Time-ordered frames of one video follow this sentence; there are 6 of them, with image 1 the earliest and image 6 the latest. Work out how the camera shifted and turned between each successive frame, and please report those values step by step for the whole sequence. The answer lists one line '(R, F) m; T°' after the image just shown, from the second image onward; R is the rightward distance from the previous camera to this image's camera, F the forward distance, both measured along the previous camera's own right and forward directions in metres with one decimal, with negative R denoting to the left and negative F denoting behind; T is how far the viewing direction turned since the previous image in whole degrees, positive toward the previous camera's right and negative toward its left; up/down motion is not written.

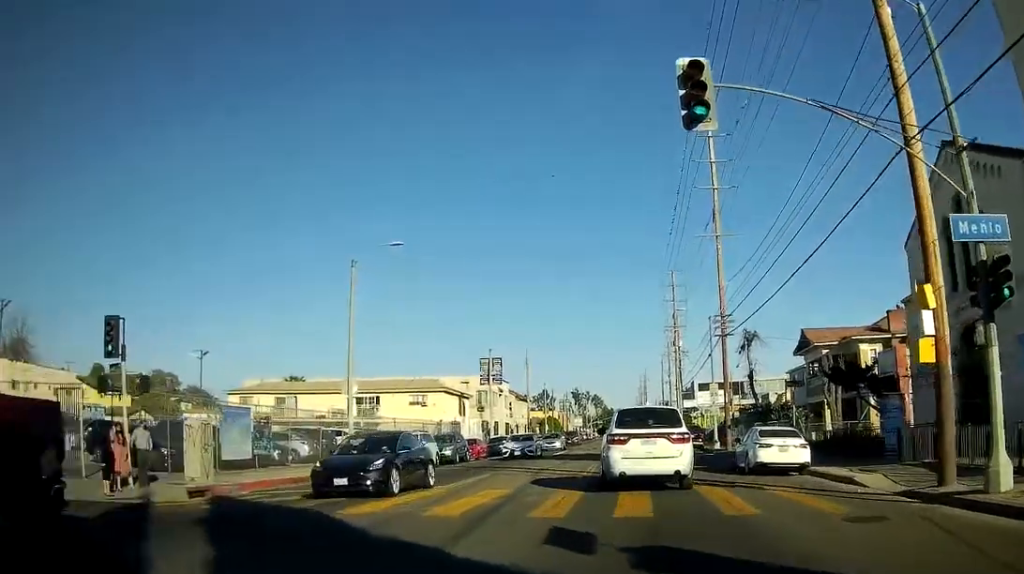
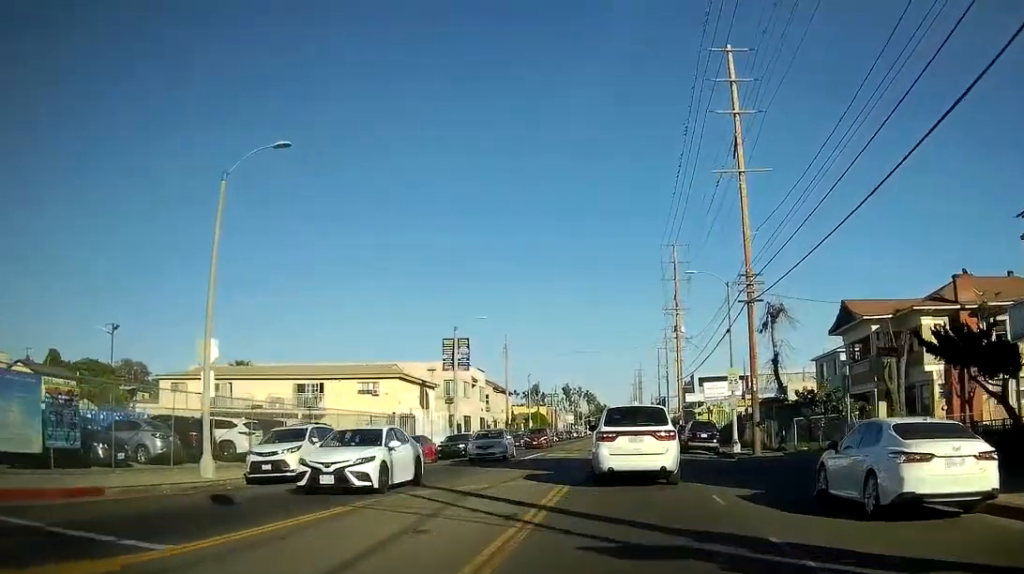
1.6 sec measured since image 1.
(-0.3, +12.0) m; -1°
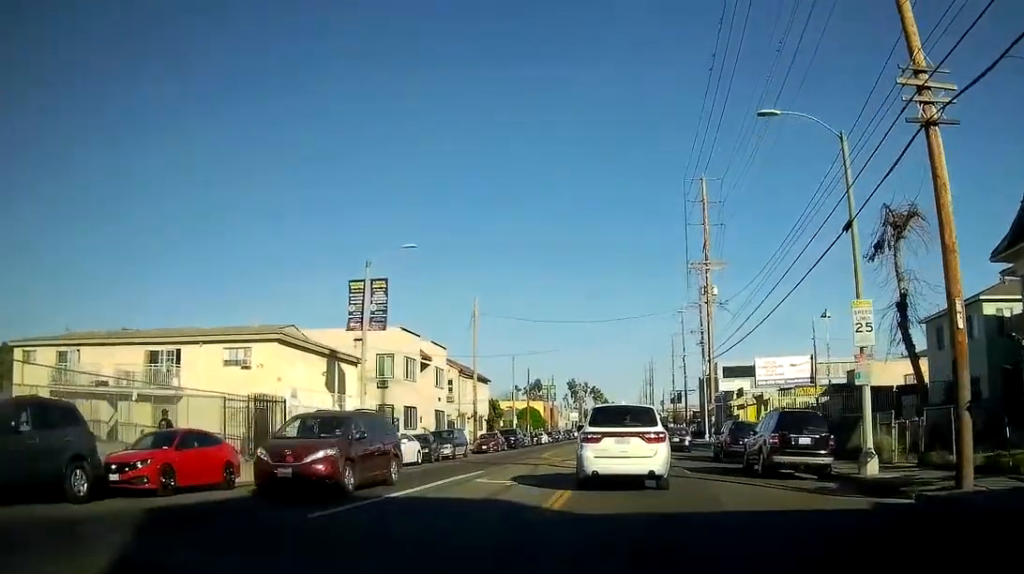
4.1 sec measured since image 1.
(+0.6, +20.7) m; +2°
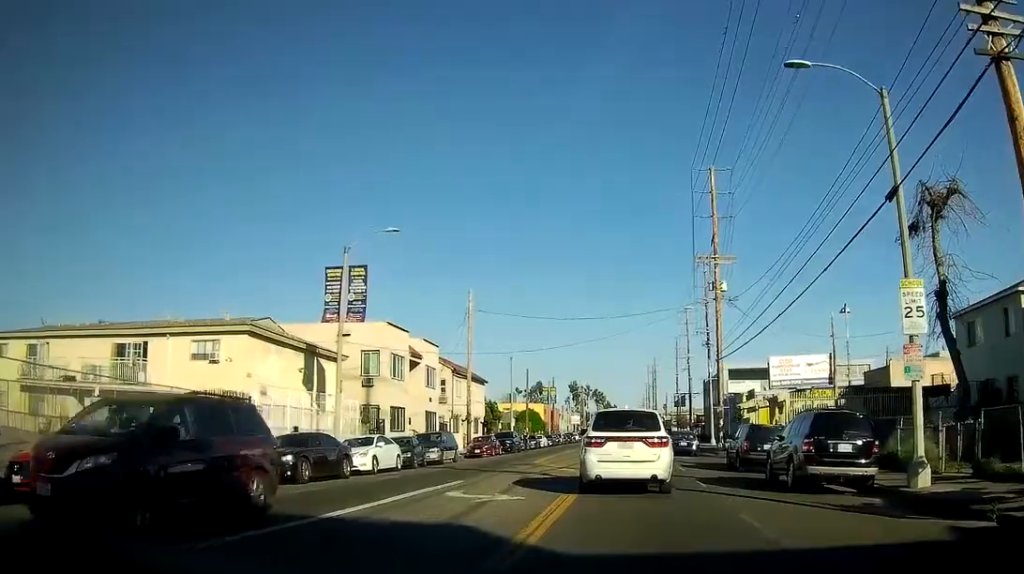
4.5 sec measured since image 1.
(0.0, +3.3) m; 0°
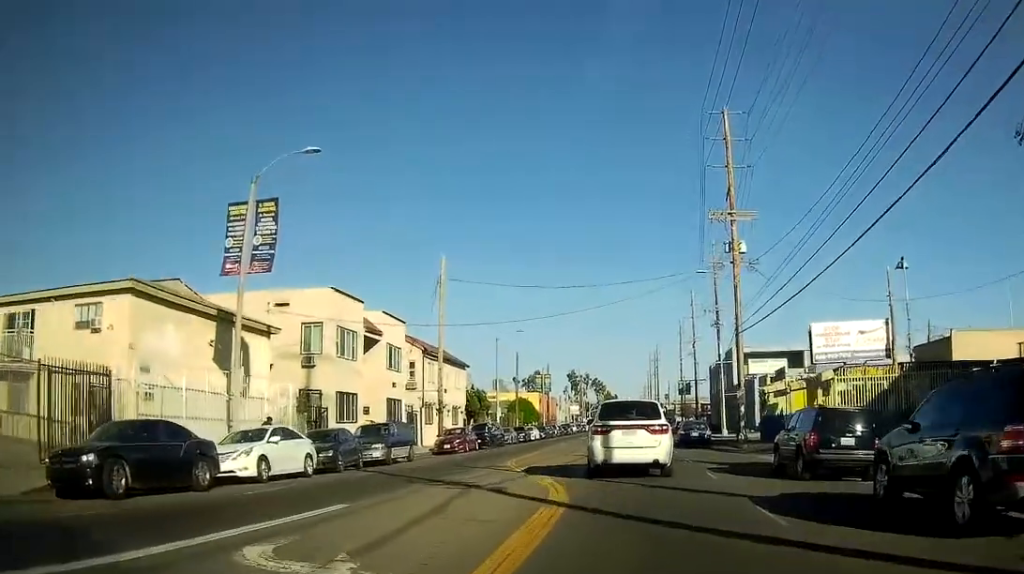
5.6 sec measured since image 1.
(0.0, +9.0) m; 0°
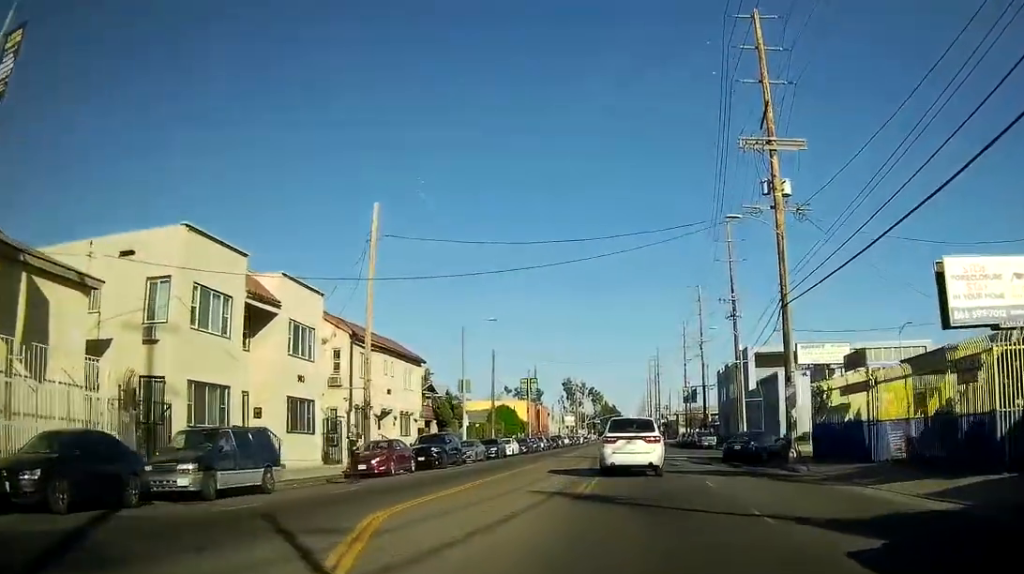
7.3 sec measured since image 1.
(0.0, +13.9) m; 0°
